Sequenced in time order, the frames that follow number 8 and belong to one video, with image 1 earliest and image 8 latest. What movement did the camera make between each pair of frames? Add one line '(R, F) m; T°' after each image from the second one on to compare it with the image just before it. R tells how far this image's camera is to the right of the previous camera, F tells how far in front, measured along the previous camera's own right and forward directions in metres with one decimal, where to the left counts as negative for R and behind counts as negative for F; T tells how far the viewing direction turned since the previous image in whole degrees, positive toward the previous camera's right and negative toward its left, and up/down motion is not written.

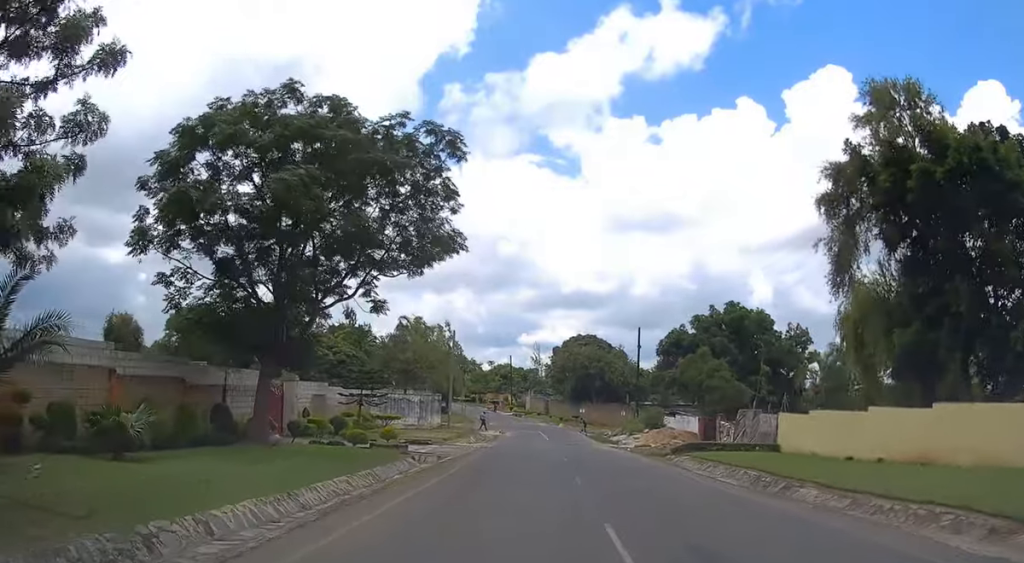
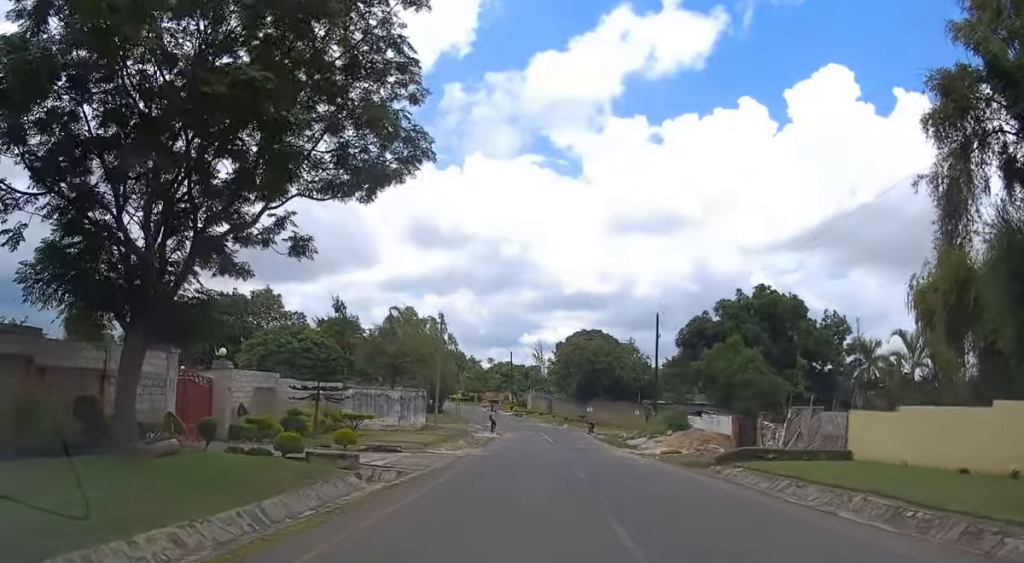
(-0.1, +8.2) m; -1°
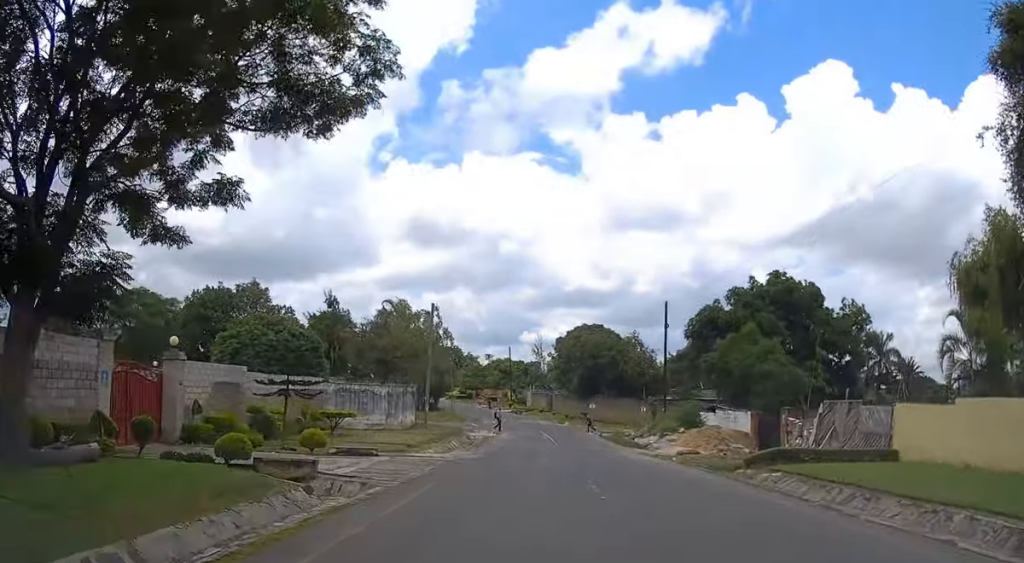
(0.0, +3.9) m; 0°
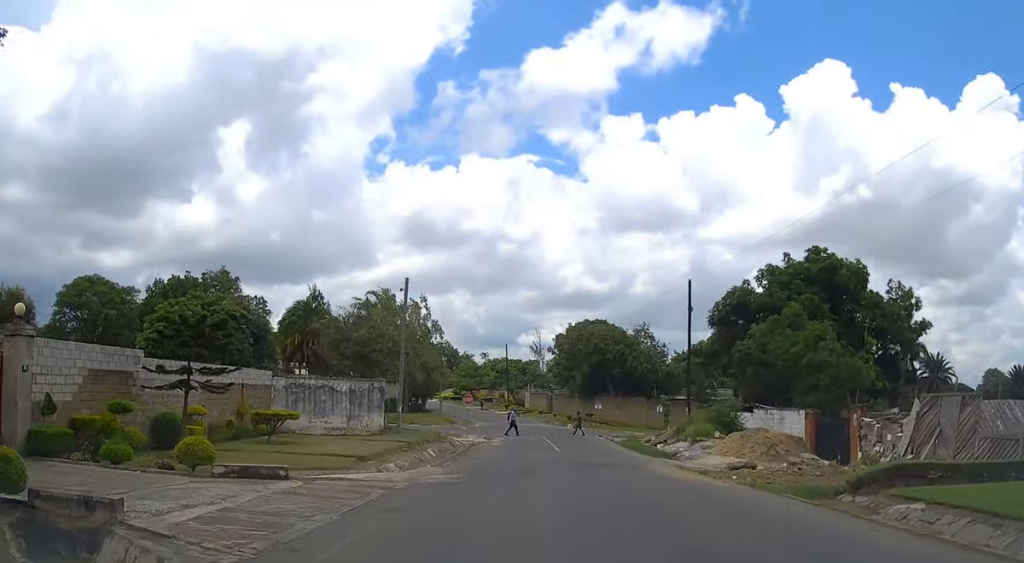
(0.0, +8.4) m; +1°
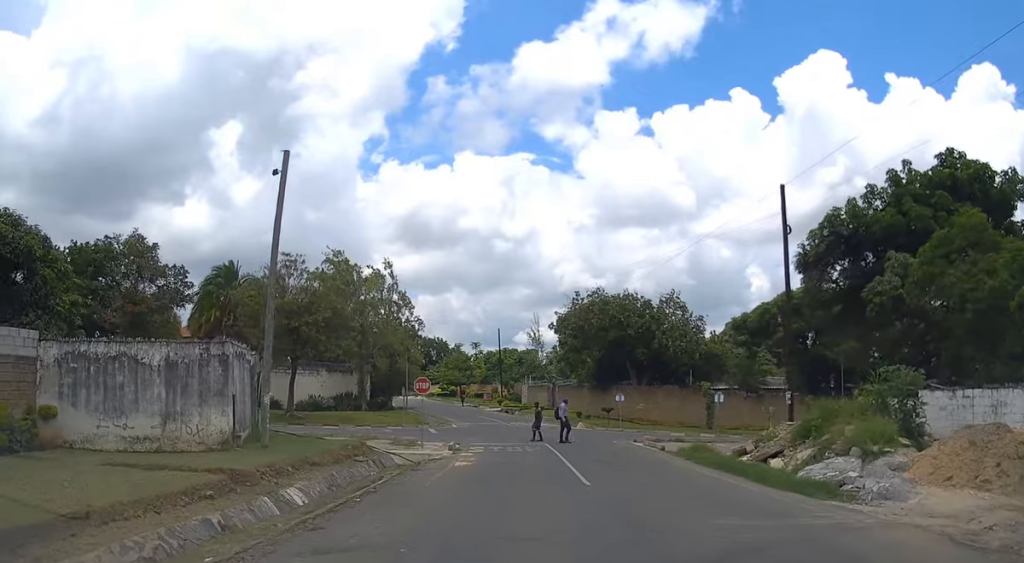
(+0.2, +17.3) m; +1°
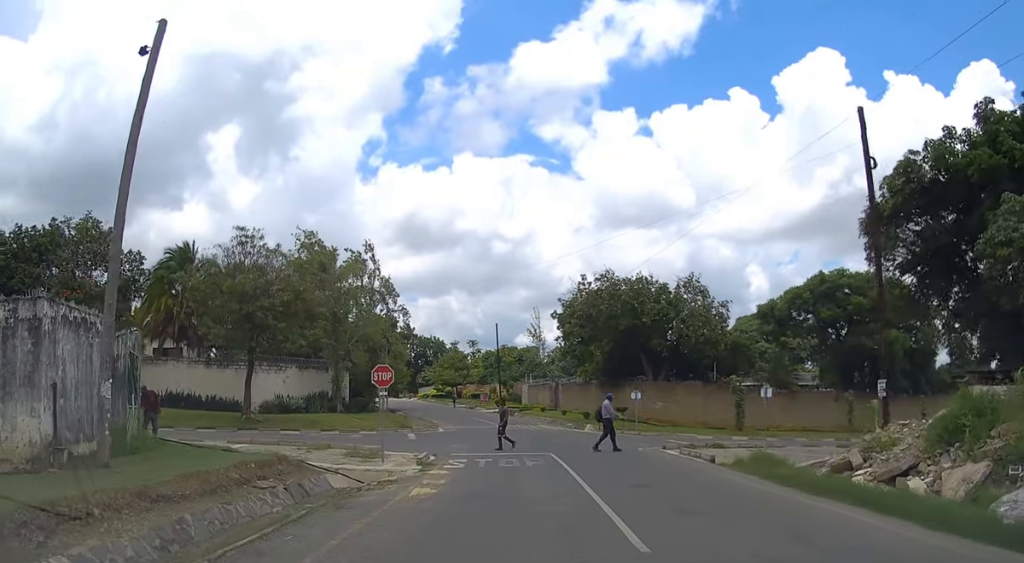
(0.0, +7.2) m; -1°
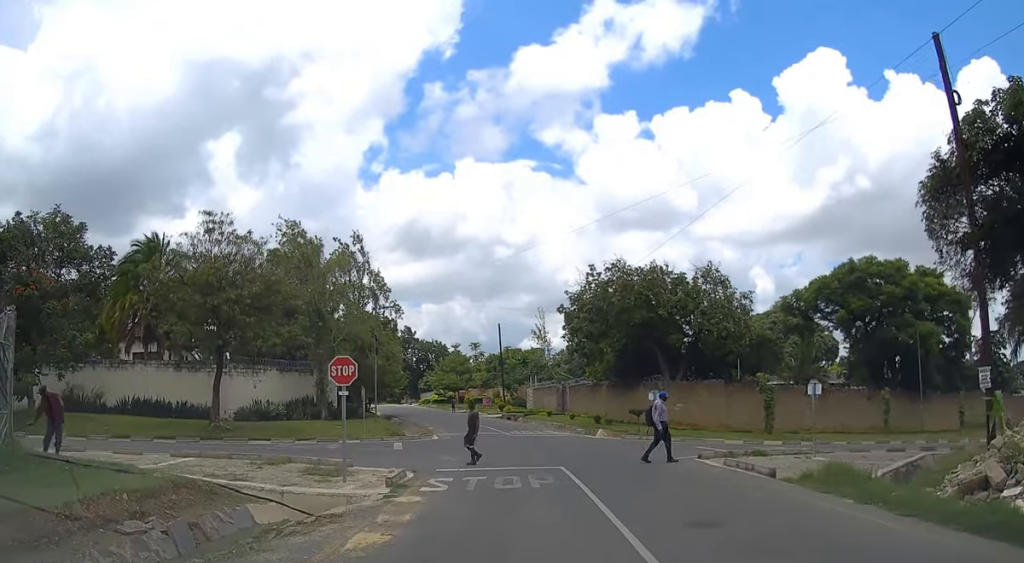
(+0.1, +4.8) m; -1°
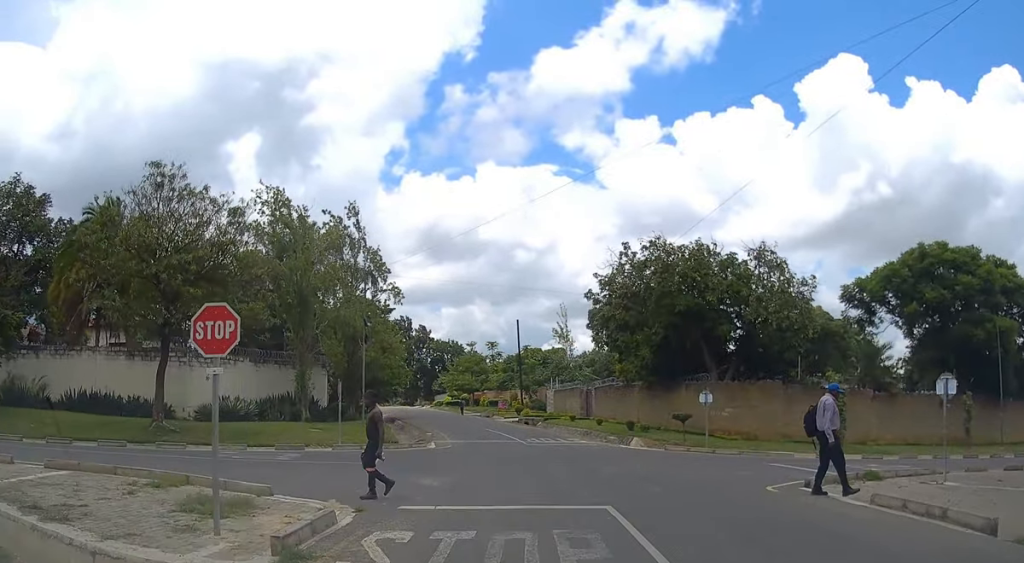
(-0.3, +7.6) m; -2°
